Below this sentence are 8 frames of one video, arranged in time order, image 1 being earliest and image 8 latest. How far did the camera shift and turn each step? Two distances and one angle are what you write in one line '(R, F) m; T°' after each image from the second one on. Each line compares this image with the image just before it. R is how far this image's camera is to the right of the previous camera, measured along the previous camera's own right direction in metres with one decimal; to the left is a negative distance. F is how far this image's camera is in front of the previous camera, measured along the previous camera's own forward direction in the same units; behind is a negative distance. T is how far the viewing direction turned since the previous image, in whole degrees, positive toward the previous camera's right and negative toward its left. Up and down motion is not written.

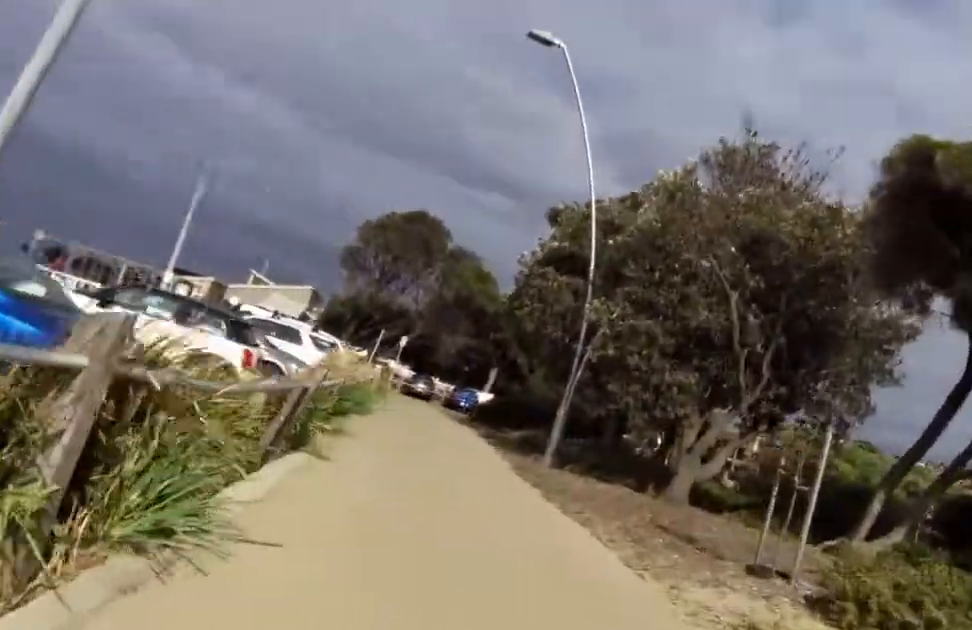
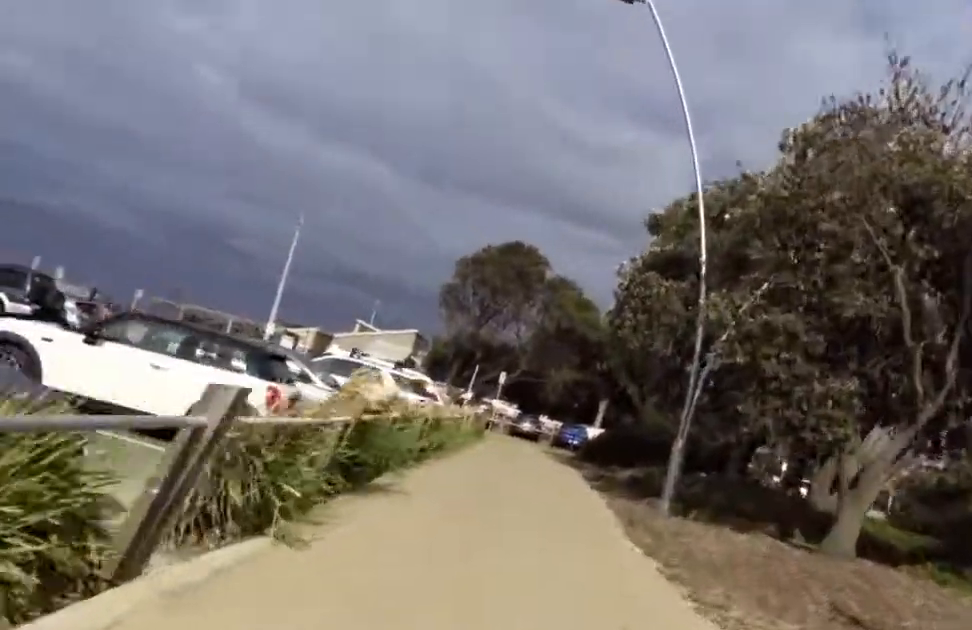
(+0.2, +3.2) m; -7°
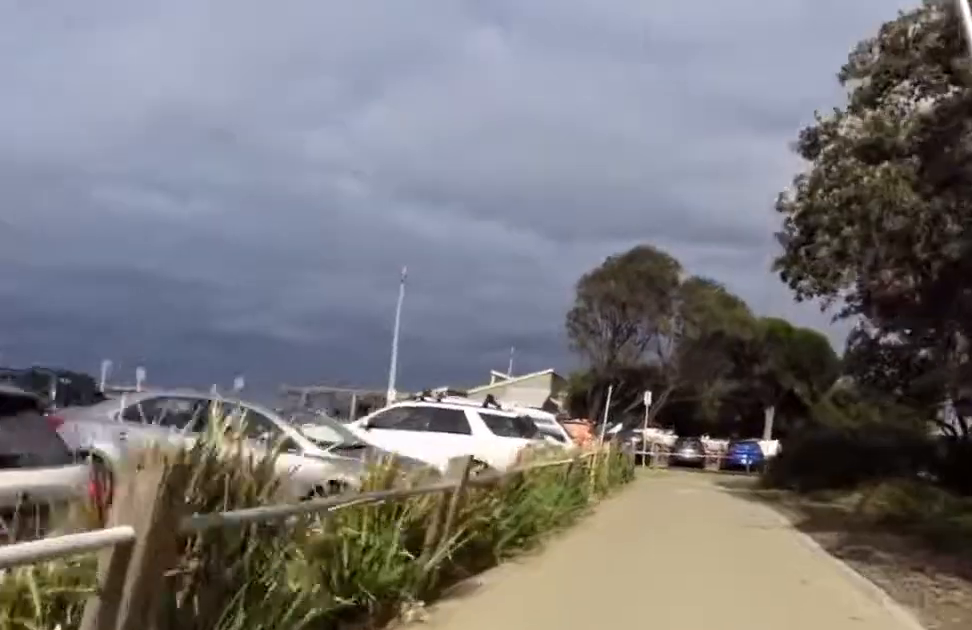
(-1.4, +7.1) m; -22°
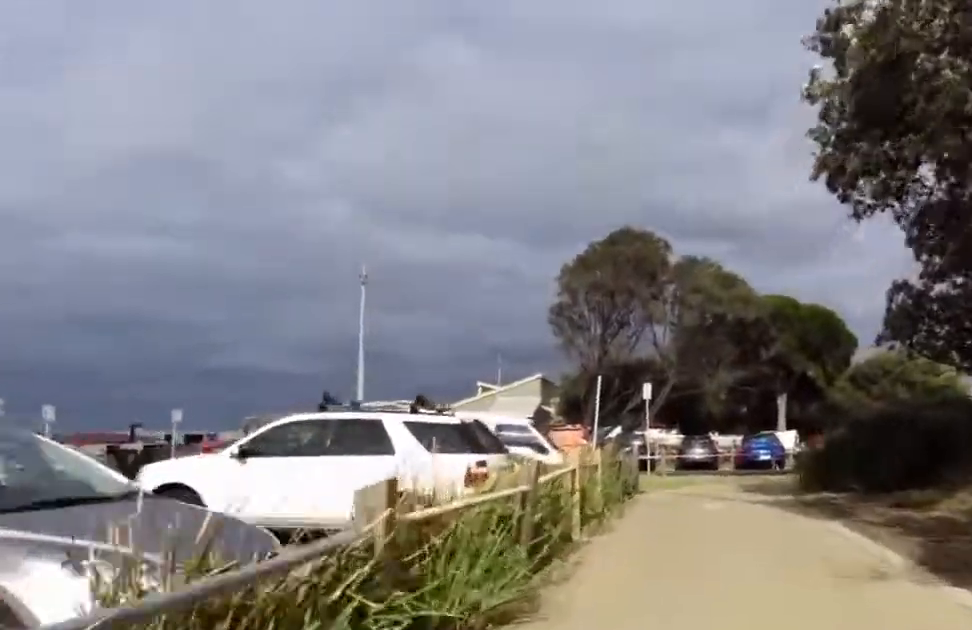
(-0.8, +4.4) m; -2°
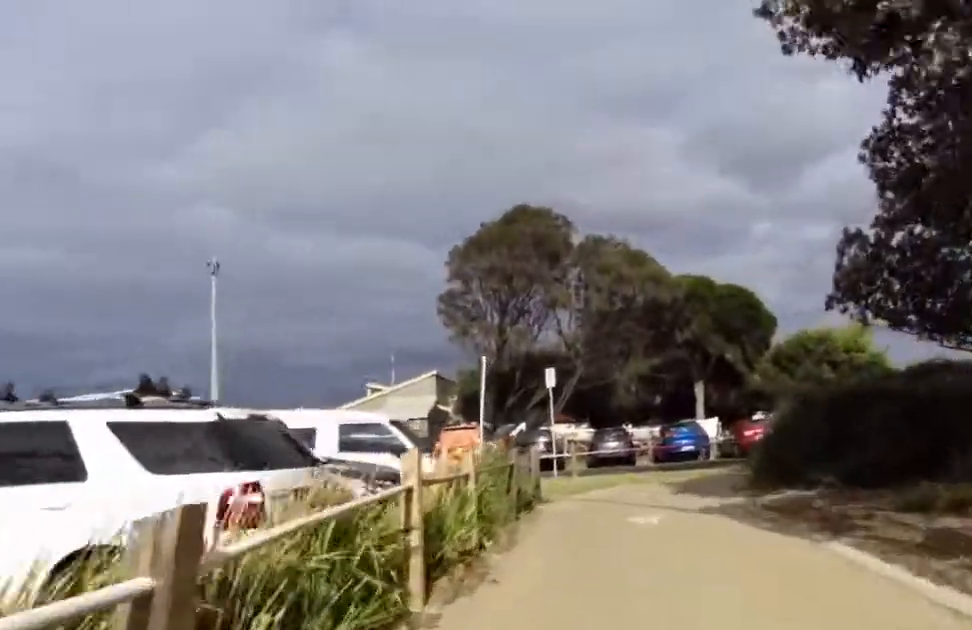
(-0.4, +3.7) m; +1°
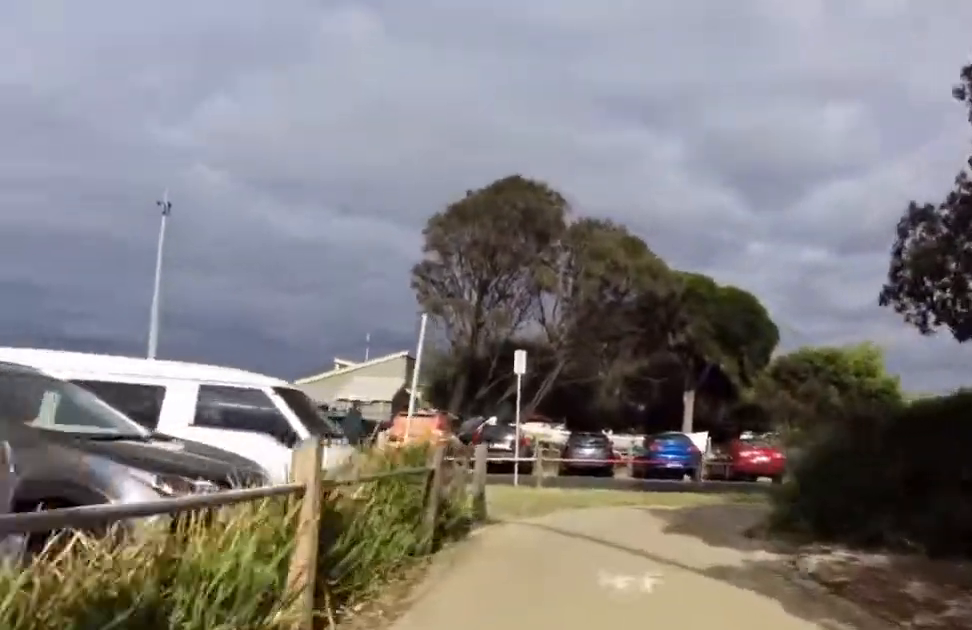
(+0.5, +3.2) m; +6°
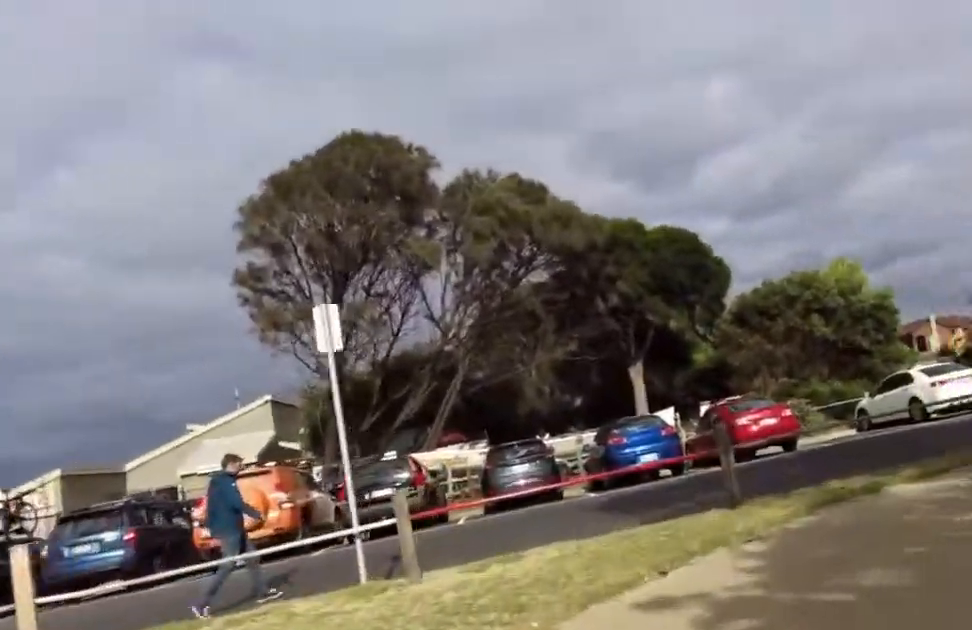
(+0.7, +7.7) m; +7°
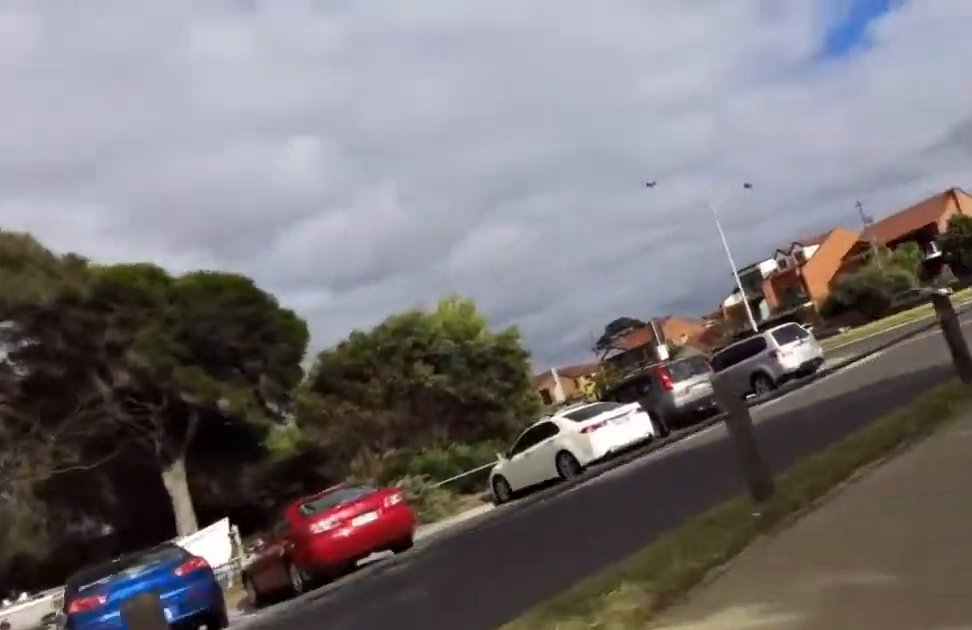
(+0.1, +4.7) m; +22°
